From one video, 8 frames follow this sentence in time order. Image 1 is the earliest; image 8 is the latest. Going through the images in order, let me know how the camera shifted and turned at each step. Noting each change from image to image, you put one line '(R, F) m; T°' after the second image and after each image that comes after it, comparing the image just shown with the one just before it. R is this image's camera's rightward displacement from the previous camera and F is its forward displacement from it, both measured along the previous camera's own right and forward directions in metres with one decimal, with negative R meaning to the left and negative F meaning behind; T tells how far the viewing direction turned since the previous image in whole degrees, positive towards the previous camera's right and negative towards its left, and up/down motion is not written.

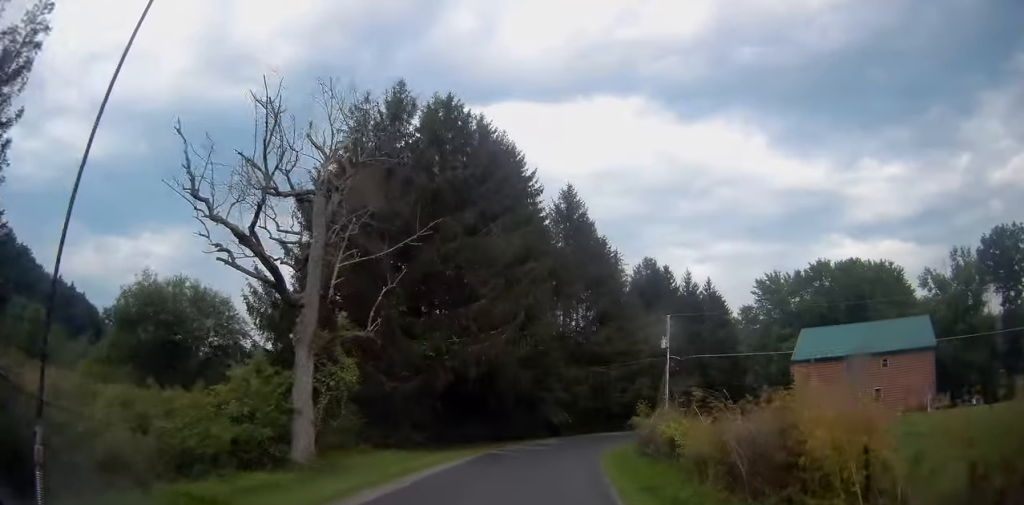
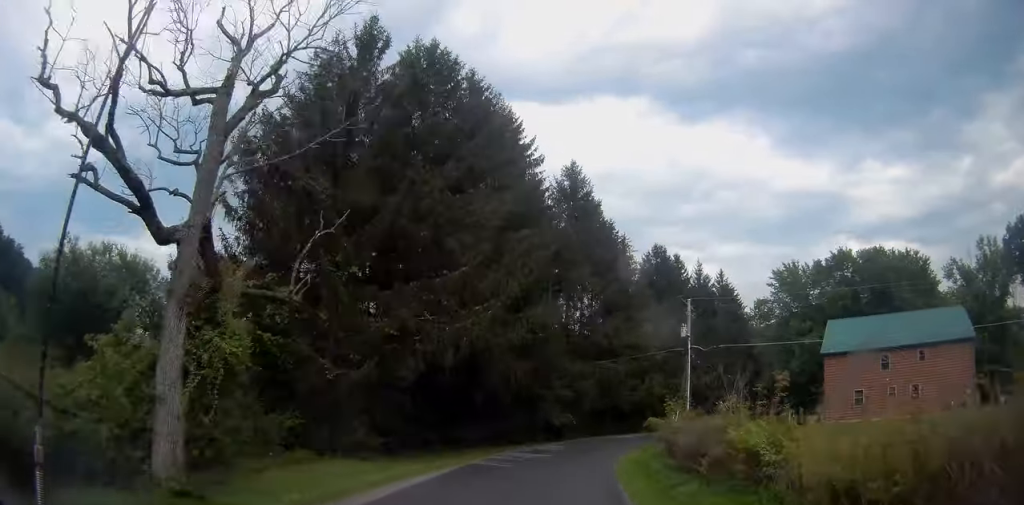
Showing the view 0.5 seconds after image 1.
(0.0, +6.4) m; 0°
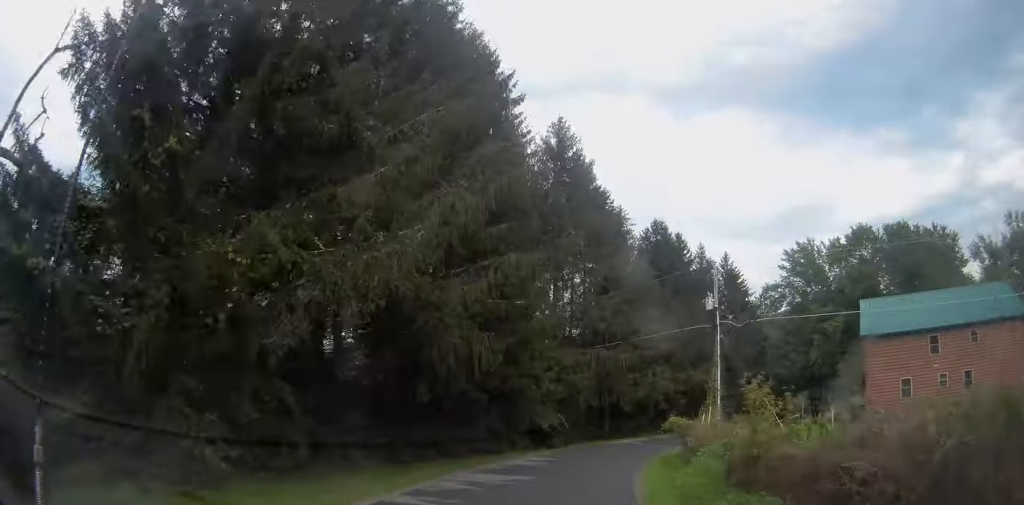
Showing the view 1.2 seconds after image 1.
(-0.1, +9.3) m; +2°
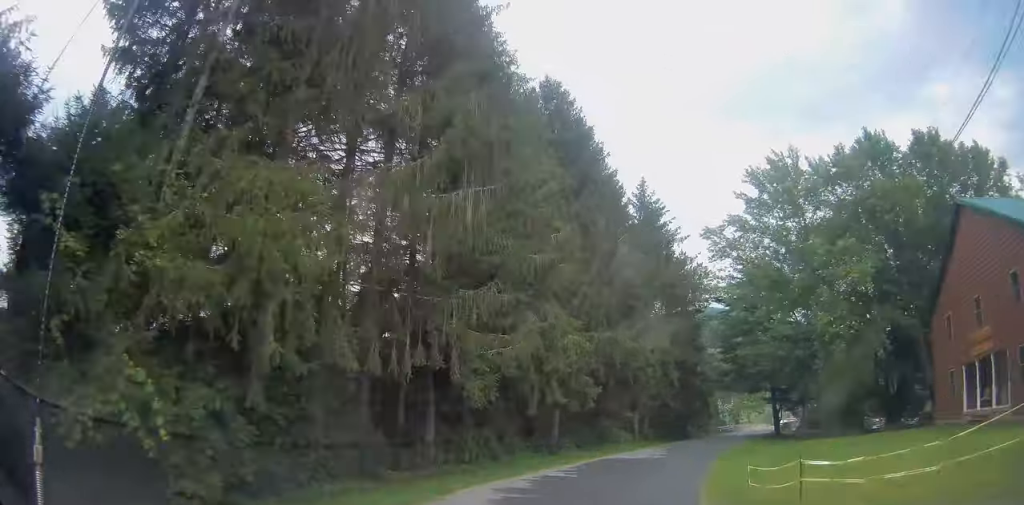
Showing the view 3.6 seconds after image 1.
(+3.1, +28.8) m; +15°
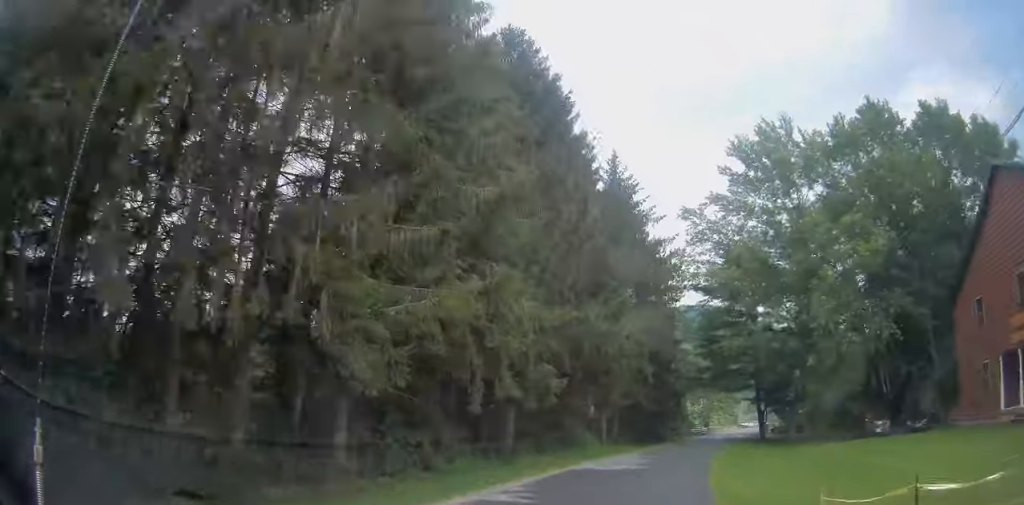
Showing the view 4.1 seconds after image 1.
(+0.2, +5.6) m; +4°
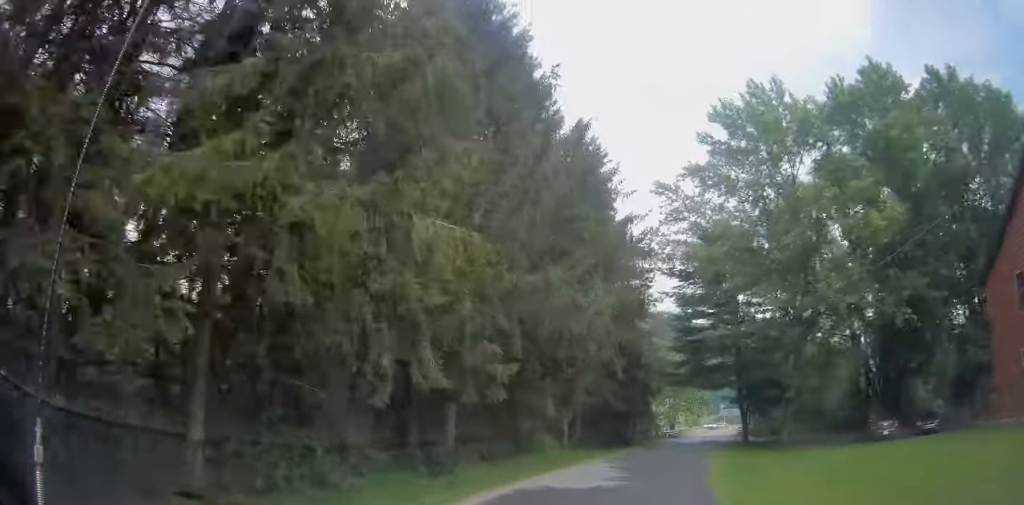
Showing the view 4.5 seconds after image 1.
(+0.2, +5.5) m; +4°
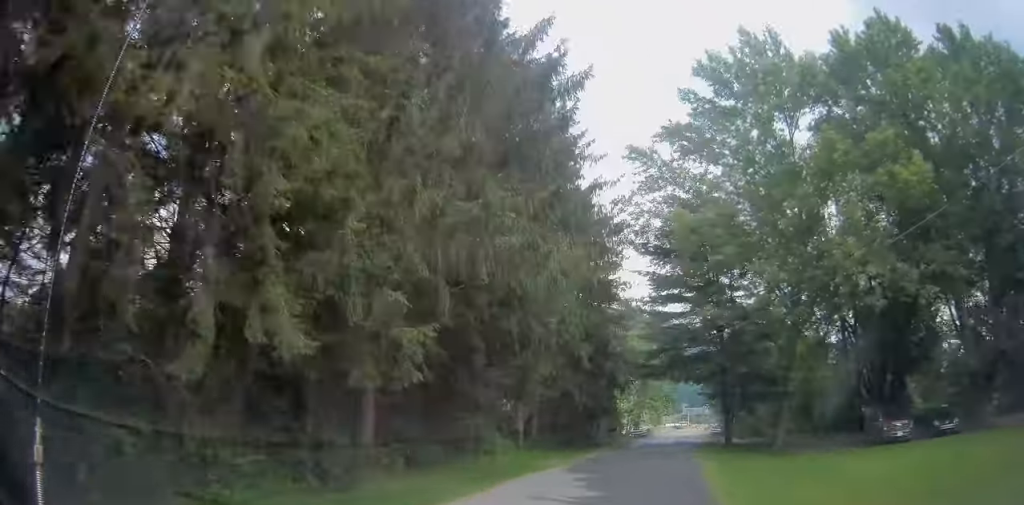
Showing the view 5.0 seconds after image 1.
(+0.2, +5.5) m; +4°
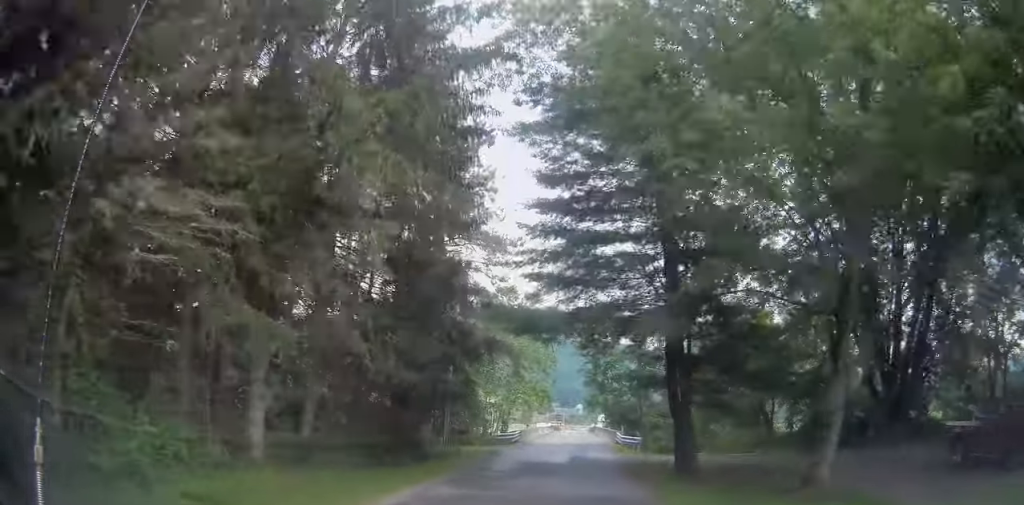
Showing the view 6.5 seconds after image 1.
(+1.9, +17.3) m; +12°
